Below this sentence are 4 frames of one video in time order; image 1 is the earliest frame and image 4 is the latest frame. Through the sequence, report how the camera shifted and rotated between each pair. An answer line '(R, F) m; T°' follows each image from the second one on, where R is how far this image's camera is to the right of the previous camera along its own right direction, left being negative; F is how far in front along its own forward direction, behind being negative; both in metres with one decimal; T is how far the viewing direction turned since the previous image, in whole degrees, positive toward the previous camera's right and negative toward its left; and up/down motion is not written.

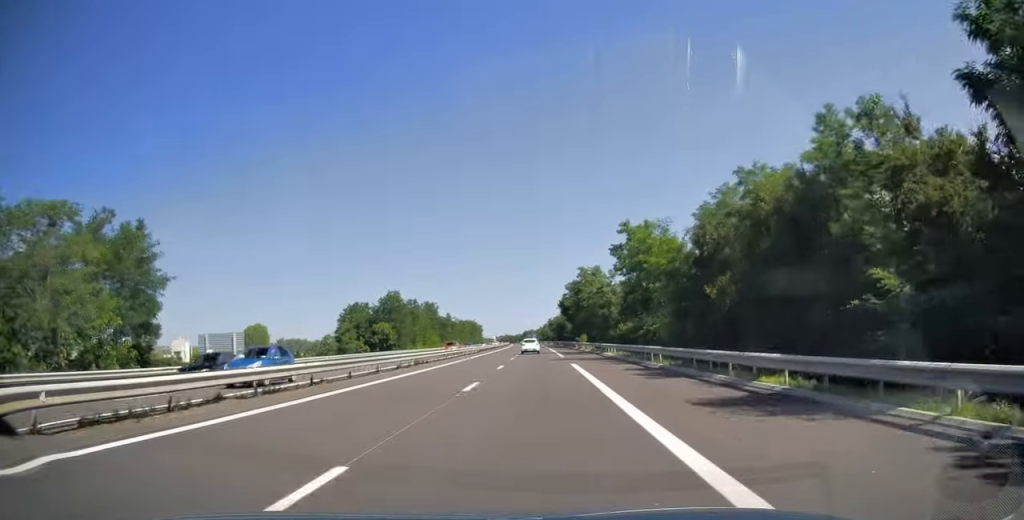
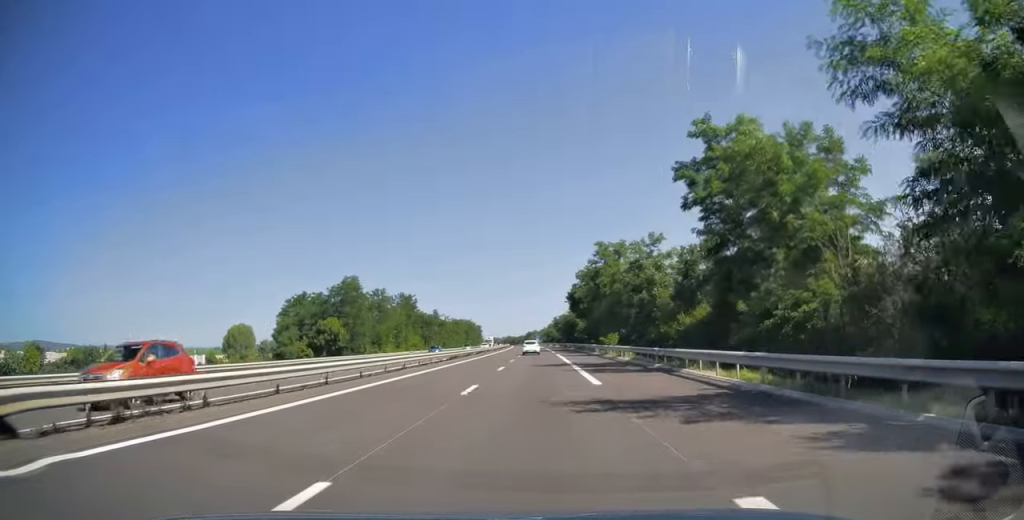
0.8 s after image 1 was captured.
(-0.1, +26.7) m; 0°
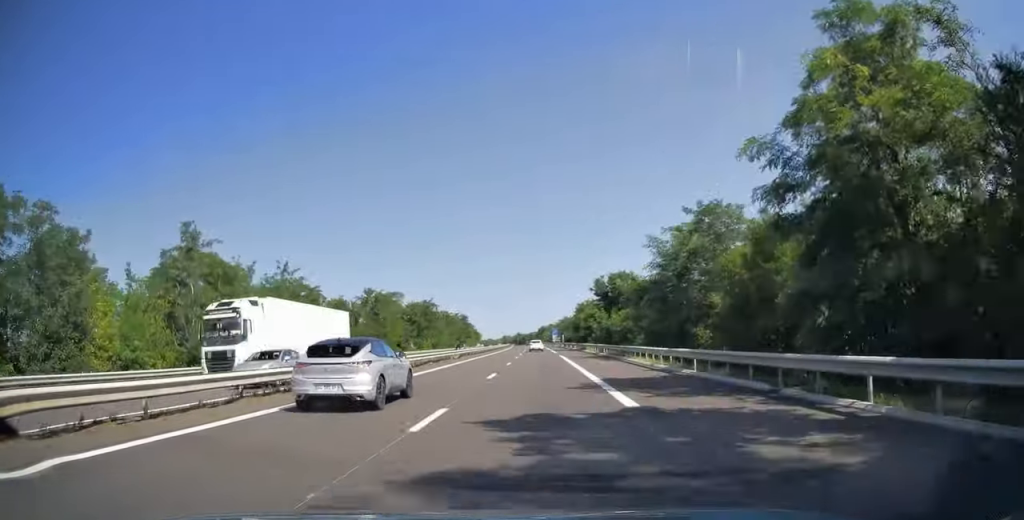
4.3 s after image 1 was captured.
(-1.7, +110.7) m; -2°
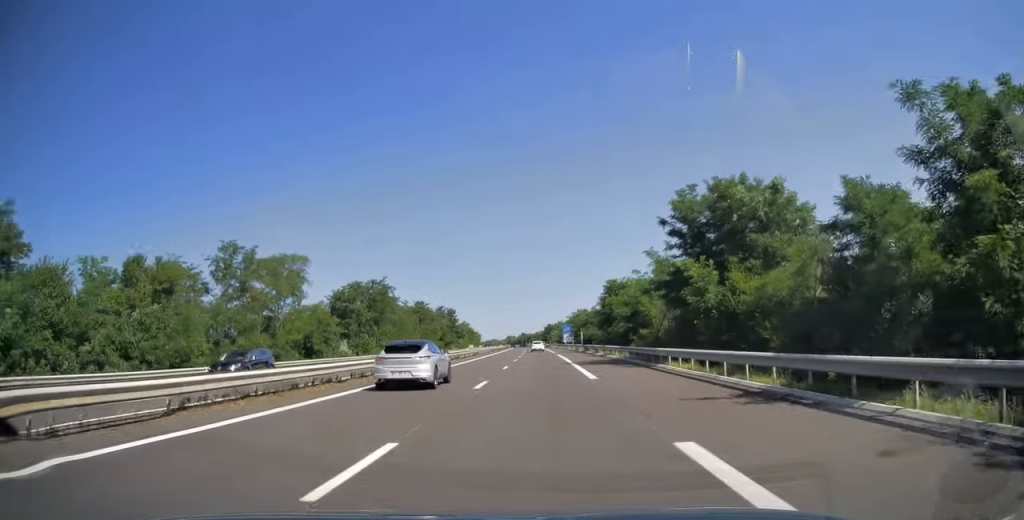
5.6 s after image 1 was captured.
(-0.2, +43.3) m; -1°
